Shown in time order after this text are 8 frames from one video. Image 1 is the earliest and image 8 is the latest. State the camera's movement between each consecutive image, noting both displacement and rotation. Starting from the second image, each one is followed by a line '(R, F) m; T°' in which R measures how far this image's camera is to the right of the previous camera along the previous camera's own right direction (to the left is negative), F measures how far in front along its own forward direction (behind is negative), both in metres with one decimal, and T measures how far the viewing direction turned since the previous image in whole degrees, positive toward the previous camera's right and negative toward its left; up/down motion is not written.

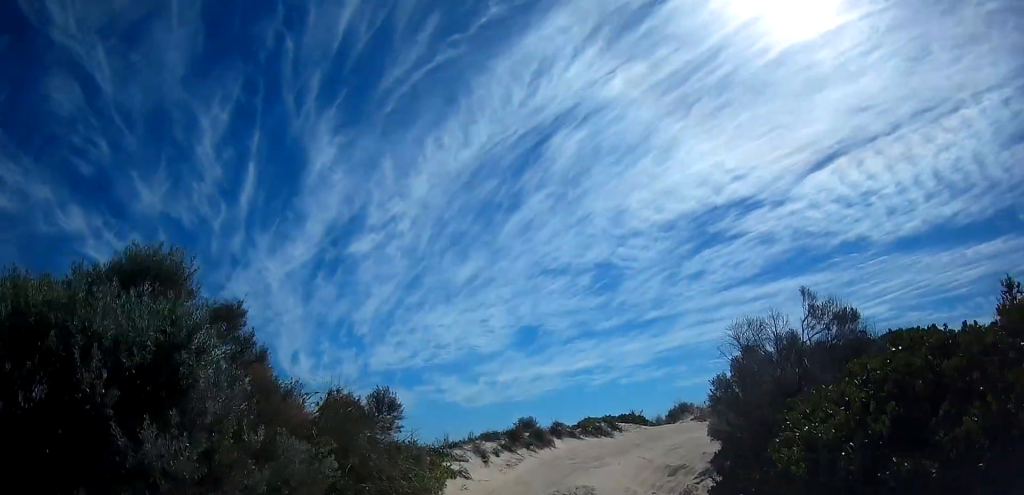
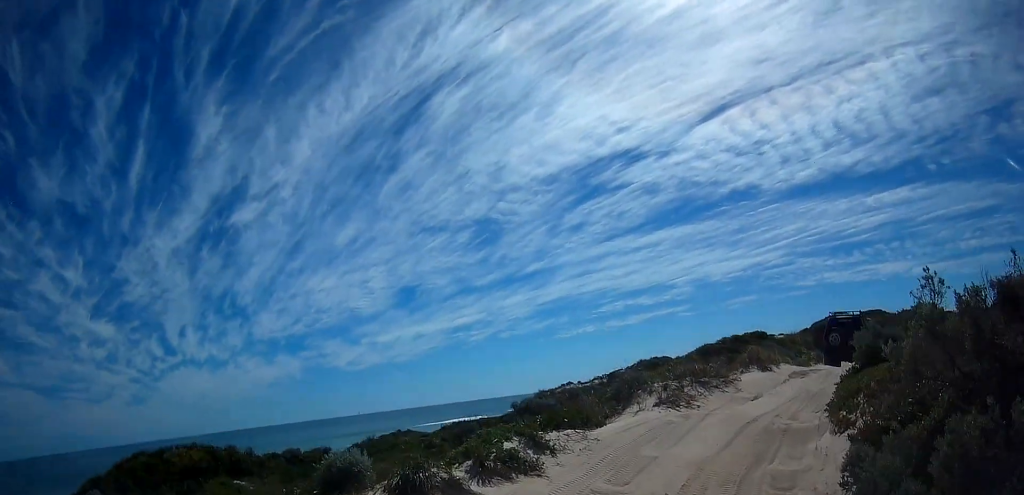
(-0.7, +6.7) m; +5°
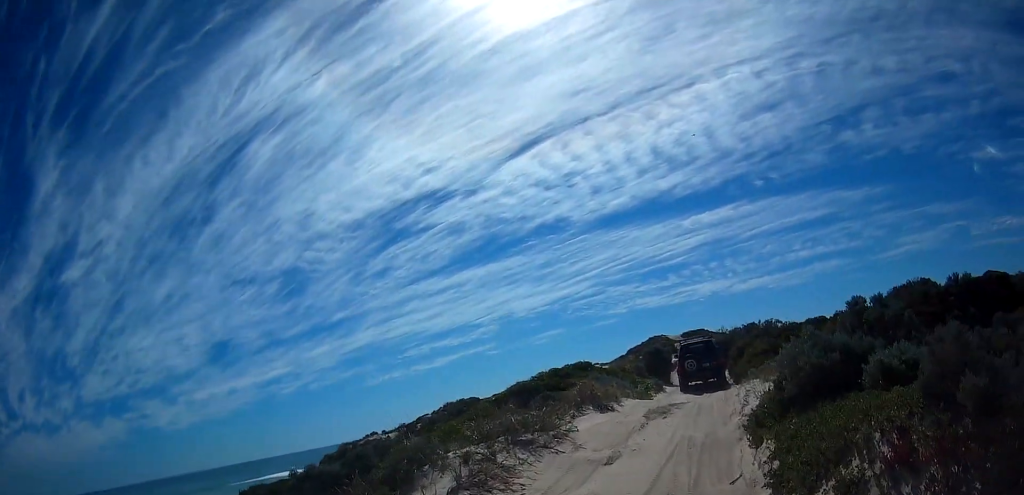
(+1.3, +6.0) m; +21°
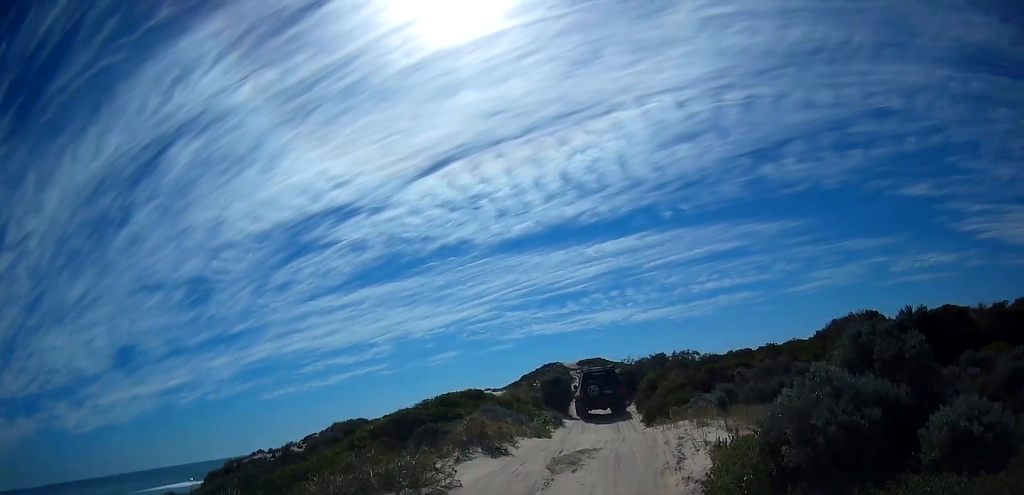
(+0.2, +2.5) m; +6°
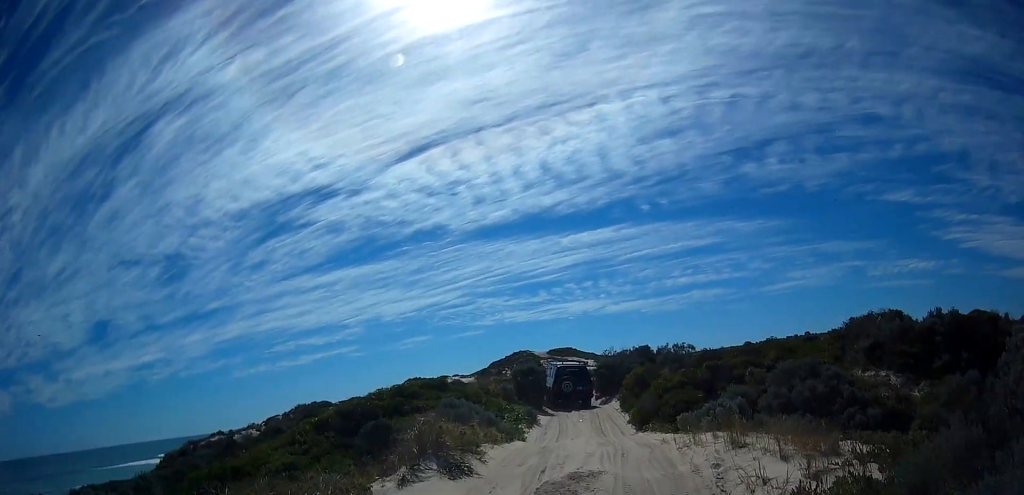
(0.0, +2.1) m; +7°
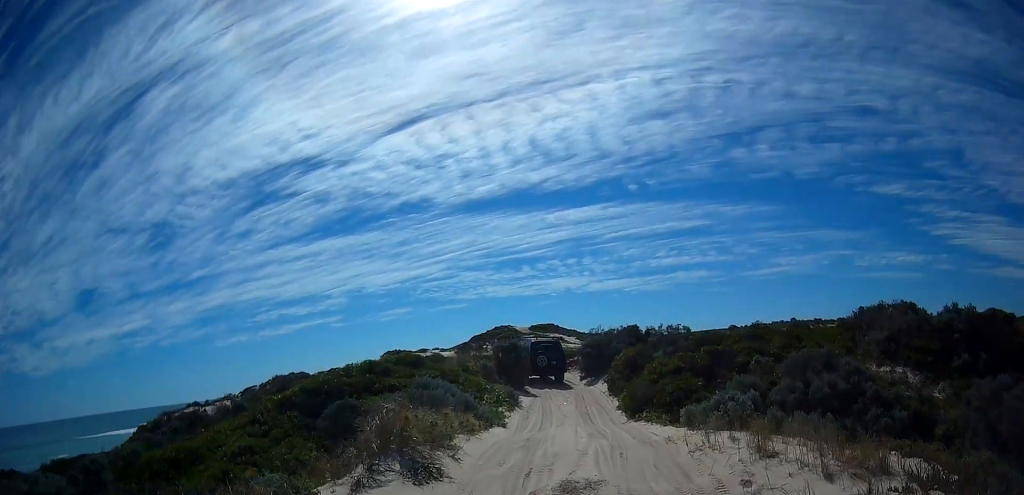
(0.0, +1.1) m; +7°
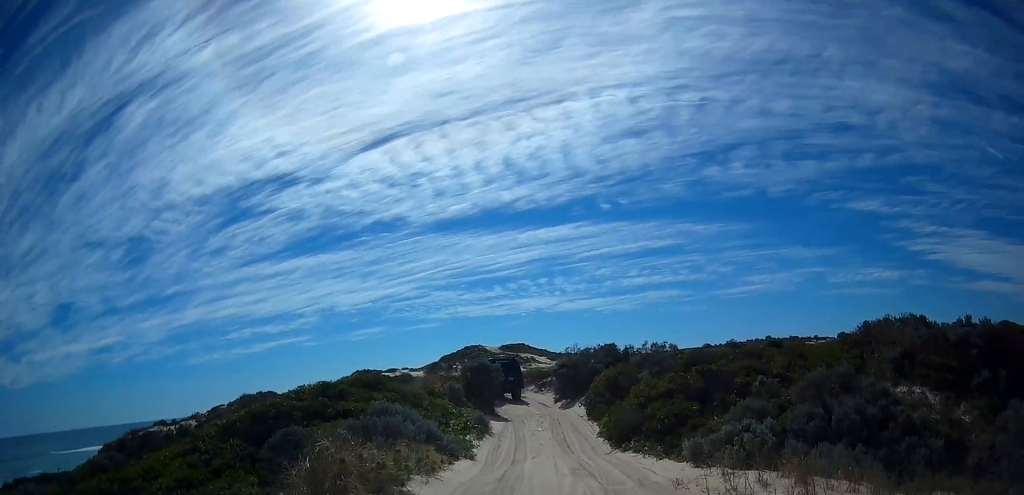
(+0.2, +1.5) m; +3°
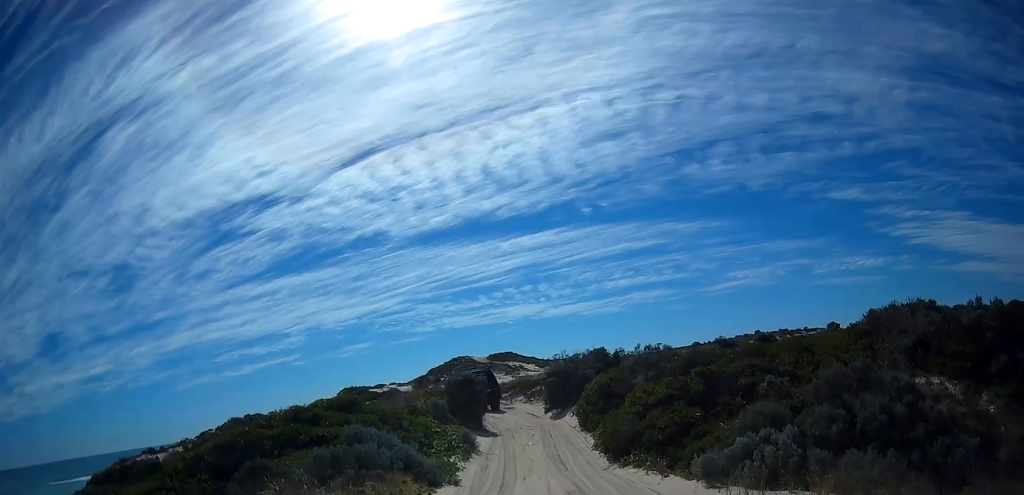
(+0.2, +0.9) m; 0°
